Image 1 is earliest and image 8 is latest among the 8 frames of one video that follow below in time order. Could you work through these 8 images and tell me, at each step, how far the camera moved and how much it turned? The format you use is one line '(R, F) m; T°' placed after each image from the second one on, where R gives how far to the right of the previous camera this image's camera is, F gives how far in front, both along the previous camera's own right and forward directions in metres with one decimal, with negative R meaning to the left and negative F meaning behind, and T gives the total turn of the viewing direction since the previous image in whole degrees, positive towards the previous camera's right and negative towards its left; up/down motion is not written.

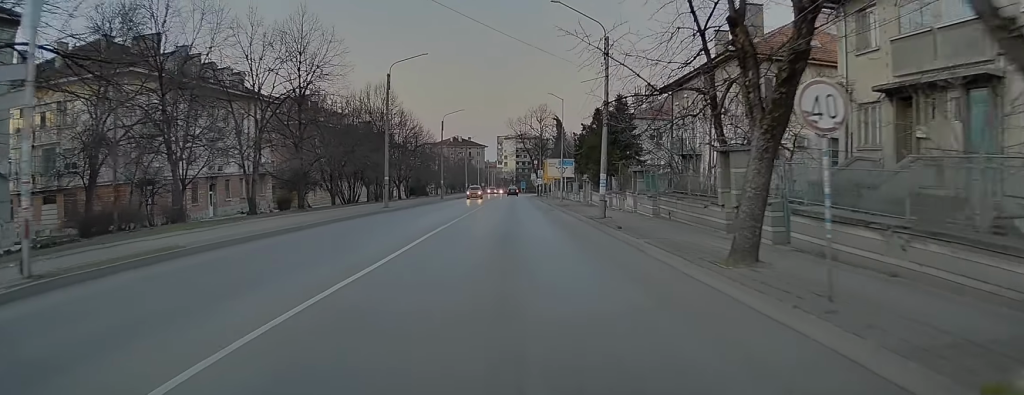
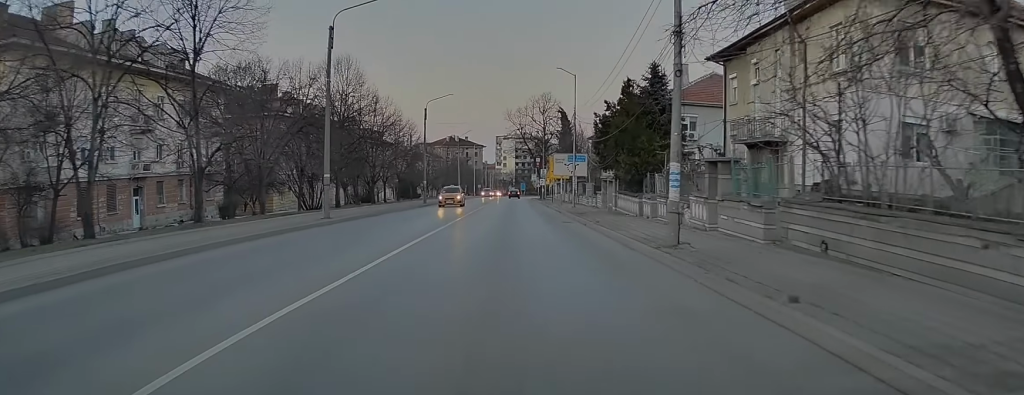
(0.0, +13.0) m; -1°
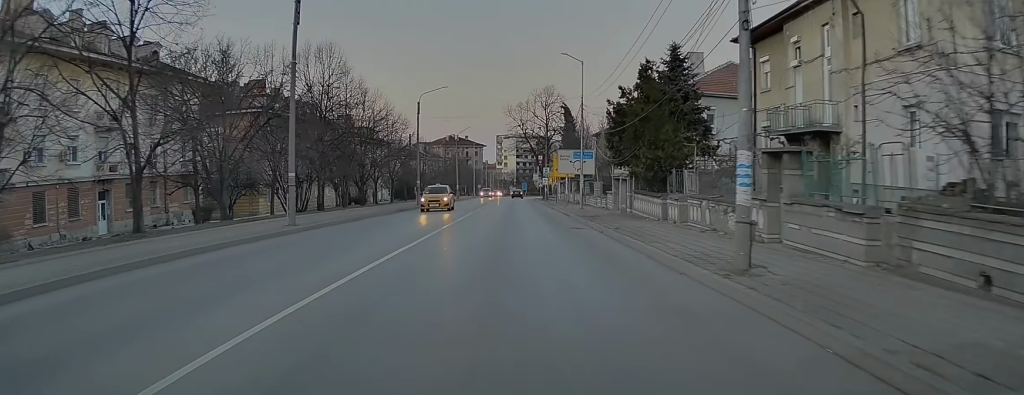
(0.0, +4.6) m; -1°
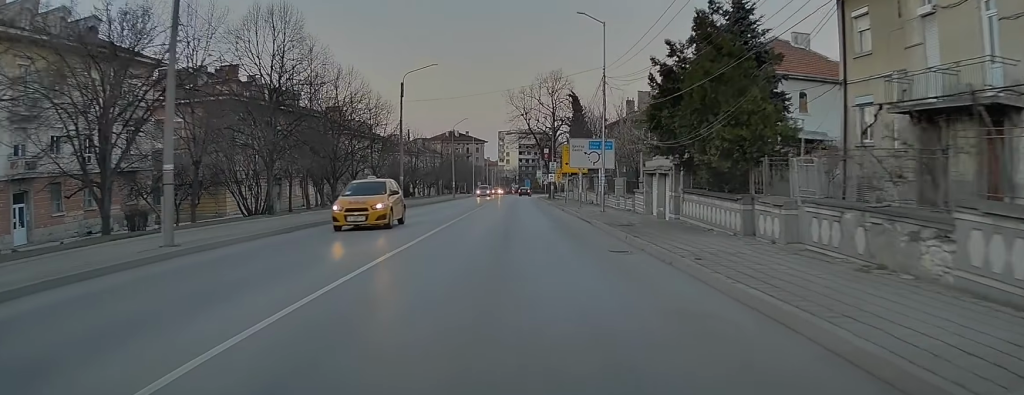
(-0.2, +9.1) m; -1°
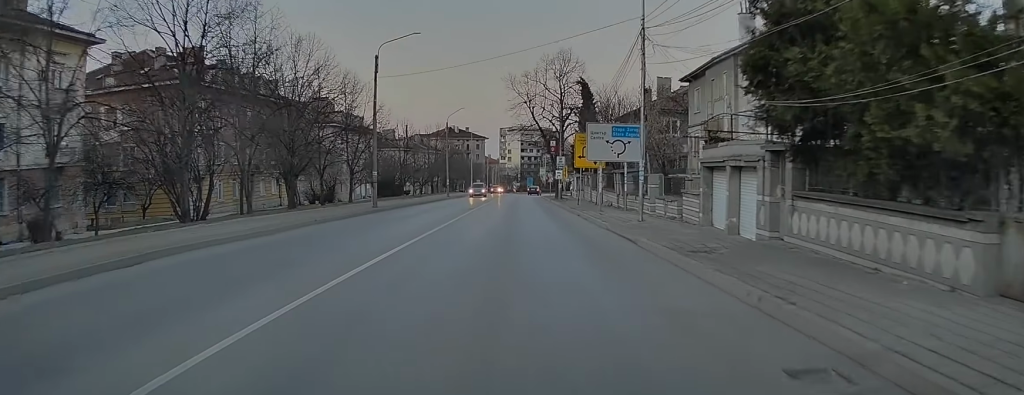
(0.0, +9.2) m; +1°
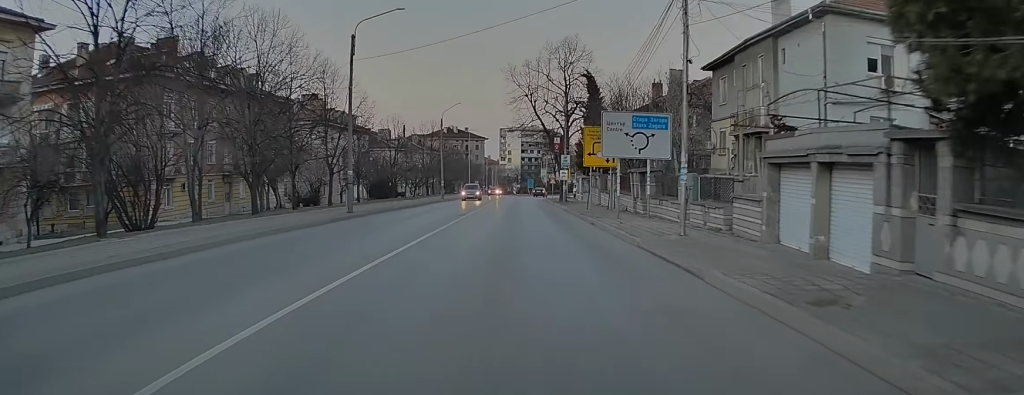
(0.0, +5.6) m; 0°
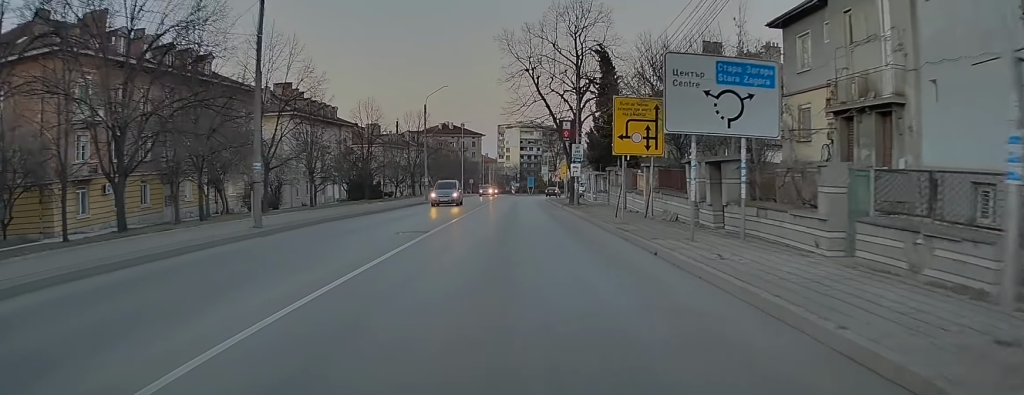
(+0.2, +11.5) m; -1°
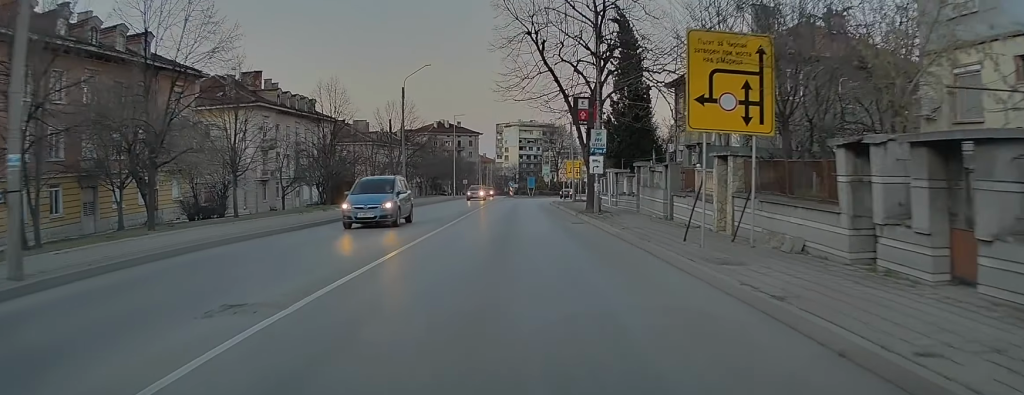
(-0.3, +11.1) m; 0°
